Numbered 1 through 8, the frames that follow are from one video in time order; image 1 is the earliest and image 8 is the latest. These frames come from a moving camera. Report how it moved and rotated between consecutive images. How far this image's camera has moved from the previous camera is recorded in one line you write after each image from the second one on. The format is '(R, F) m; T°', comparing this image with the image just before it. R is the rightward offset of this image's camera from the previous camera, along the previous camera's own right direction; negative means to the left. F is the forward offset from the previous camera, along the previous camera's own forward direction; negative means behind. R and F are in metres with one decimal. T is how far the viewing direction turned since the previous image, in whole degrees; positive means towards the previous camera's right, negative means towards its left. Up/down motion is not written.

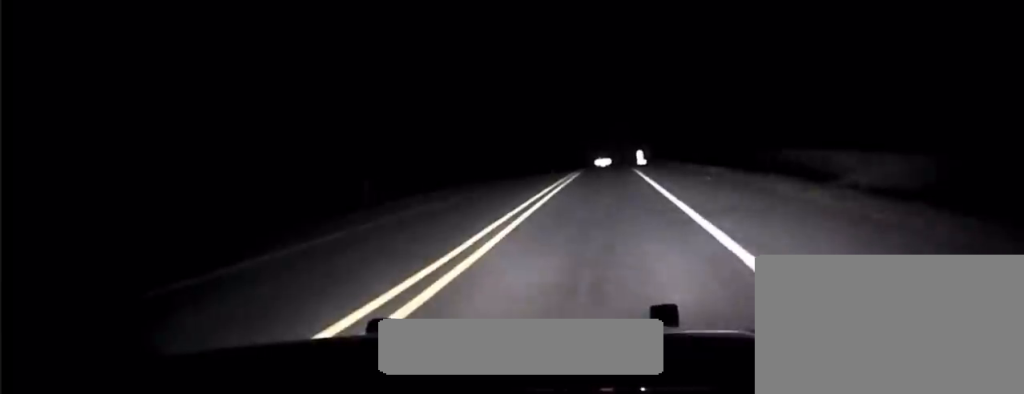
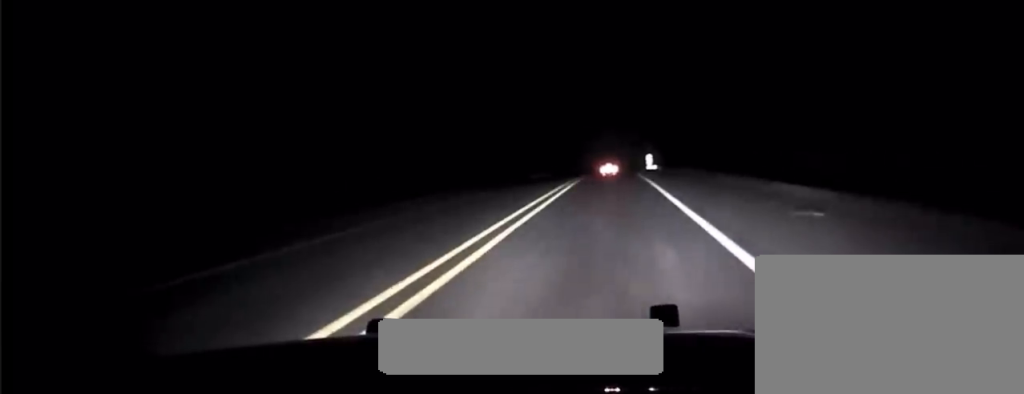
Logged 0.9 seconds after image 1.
(0.0, +15.8) m; -1°
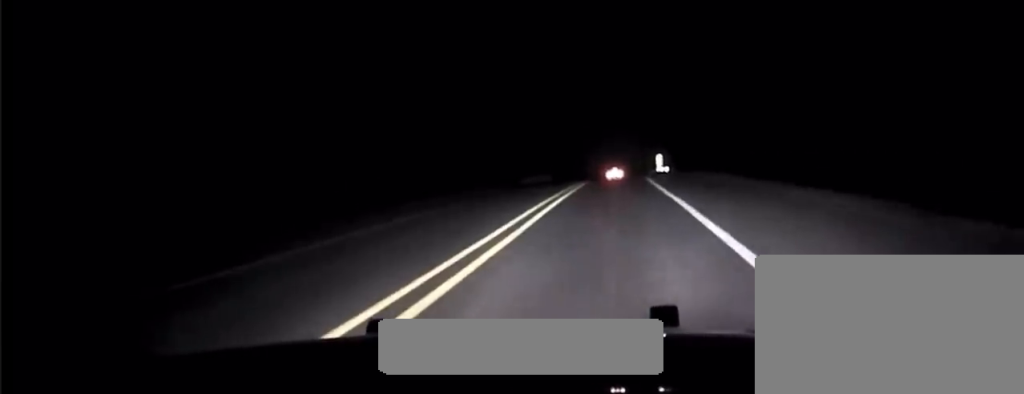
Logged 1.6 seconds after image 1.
(-0.2, +13.9) m; -1°
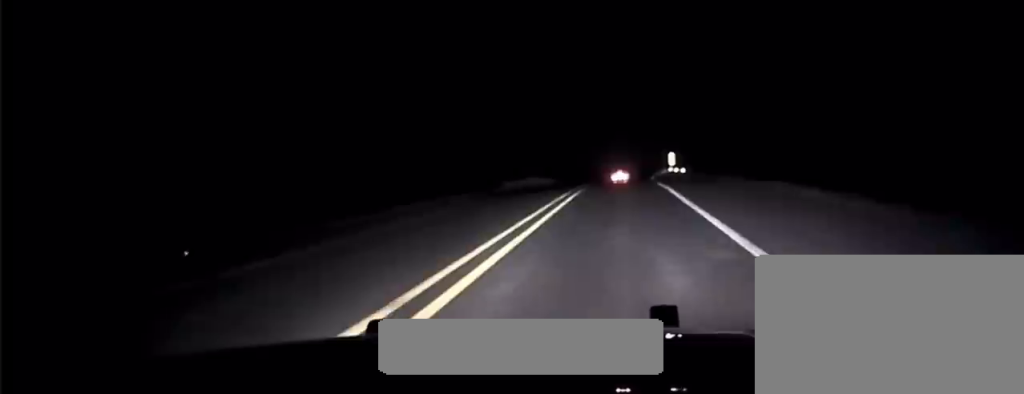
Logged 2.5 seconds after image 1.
(-0.1, +16.0) m; +1°
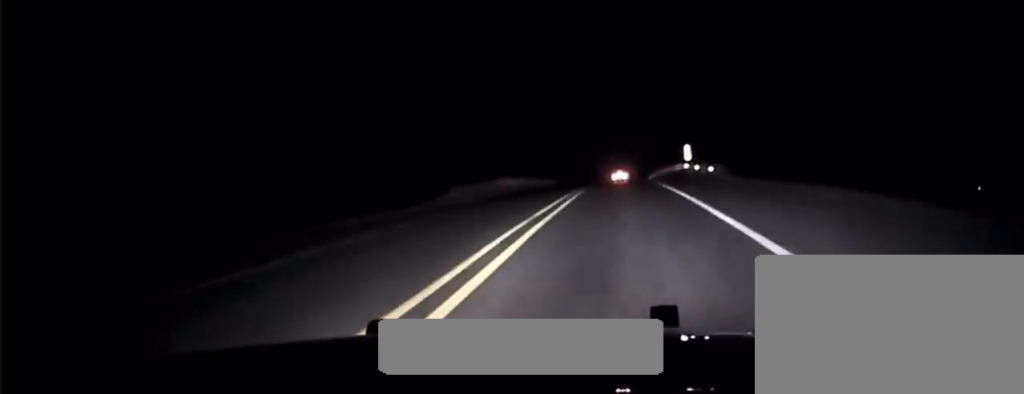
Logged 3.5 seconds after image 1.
(+0.3, +20.2) m; +1°
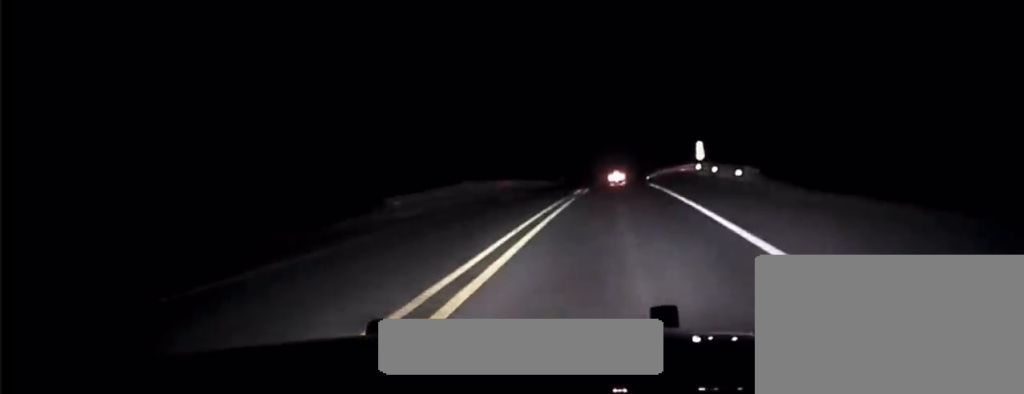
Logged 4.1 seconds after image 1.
(+0.2, +11.2) m; 0°
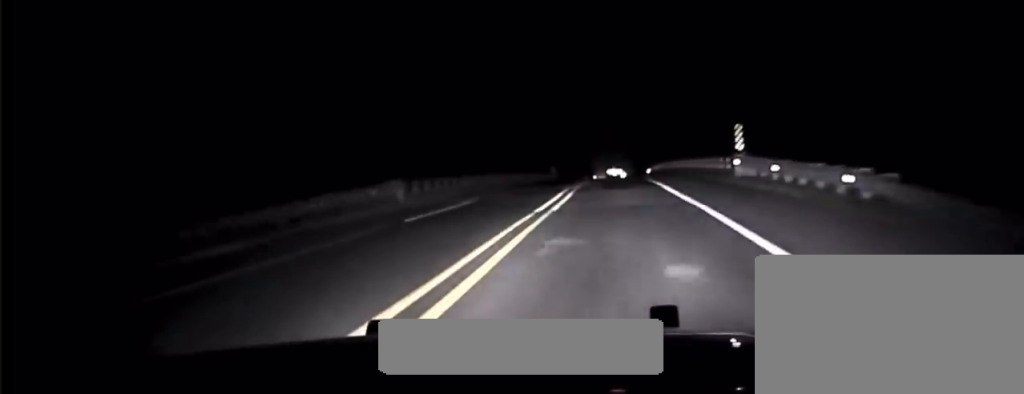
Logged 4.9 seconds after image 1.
(-0.4, +16.0) m; 0°
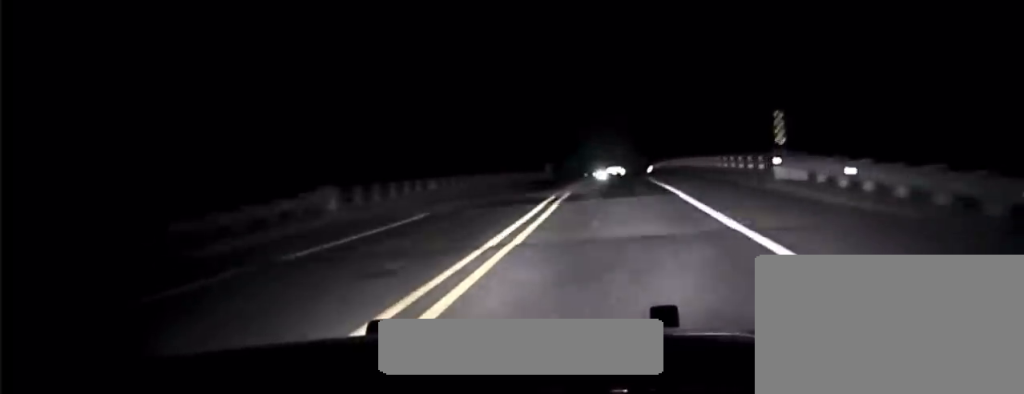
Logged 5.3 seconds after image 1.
(+0.1, +8.0) m; 0°
